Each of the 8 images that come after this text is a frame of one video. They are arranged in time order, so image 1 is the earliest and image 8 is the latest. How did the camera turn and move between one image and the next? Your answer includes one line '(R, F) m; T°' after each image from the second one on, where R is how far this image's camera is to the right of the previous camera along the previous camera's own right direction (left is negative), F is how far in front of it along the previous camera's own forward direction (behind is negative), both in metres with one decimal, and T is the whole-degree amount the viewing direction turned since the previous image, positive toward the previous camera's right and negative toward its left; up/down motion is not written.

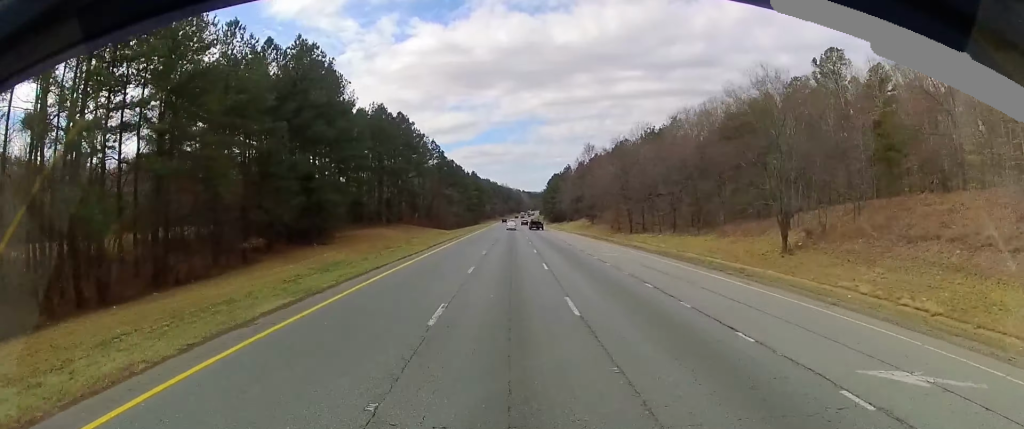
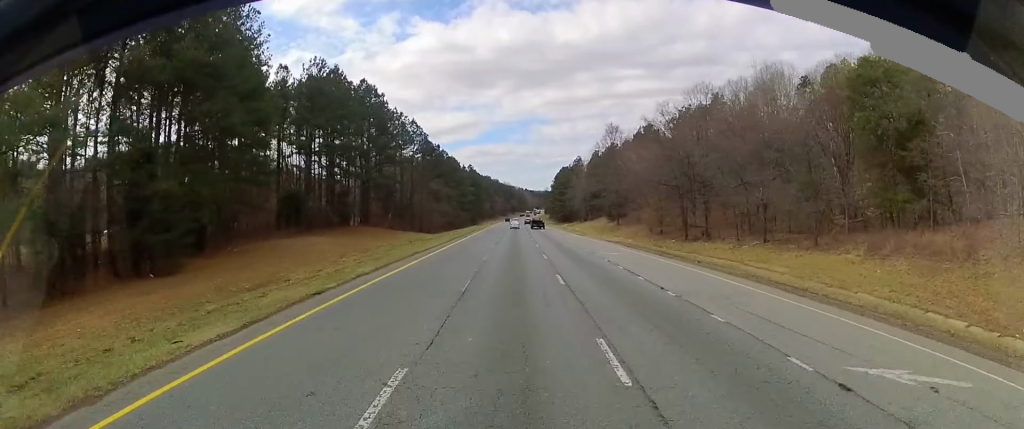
(0.0, +30.1) m; 0°
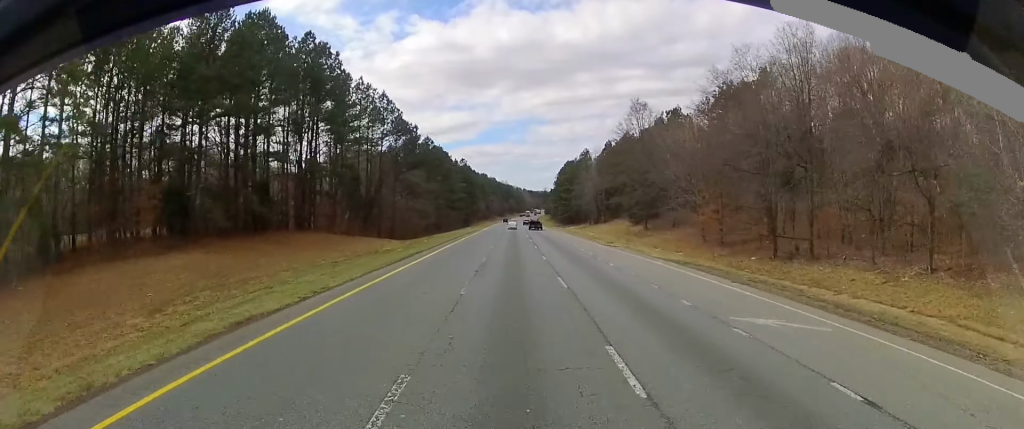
(0.0, +24.7) m; 0°
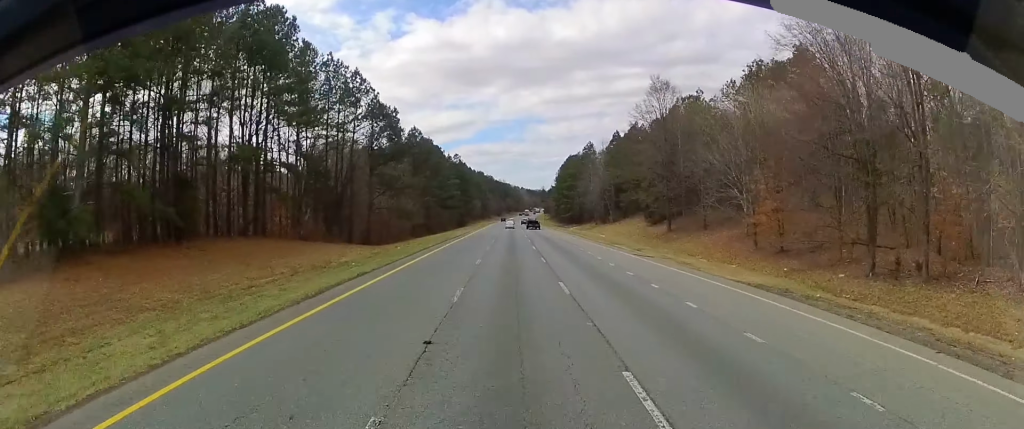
(0.0, +14.0) m; 0°
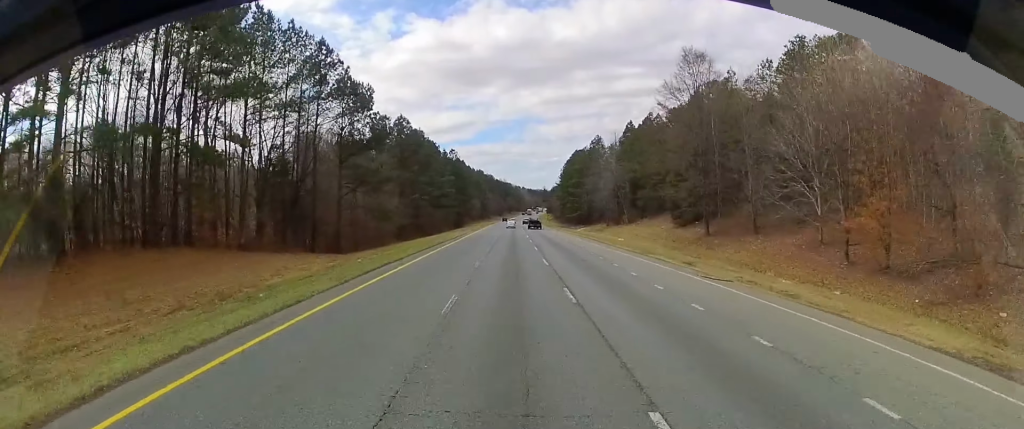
(0.0, +14.0) m; 0°
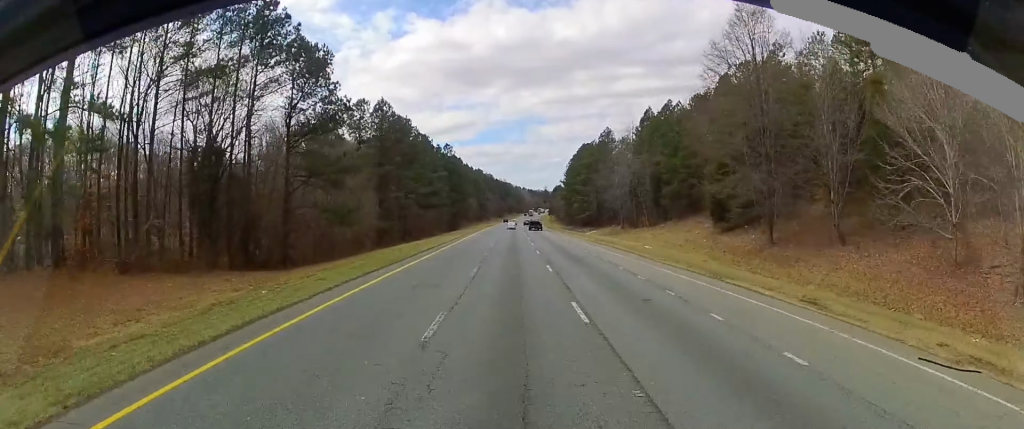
(0.0, +15.0) m; 0°
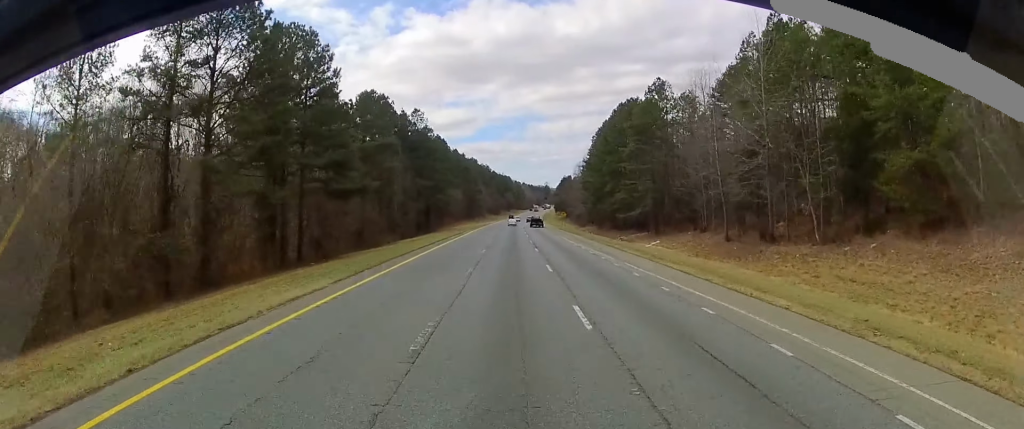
(0.0, +49.5) m; 0°
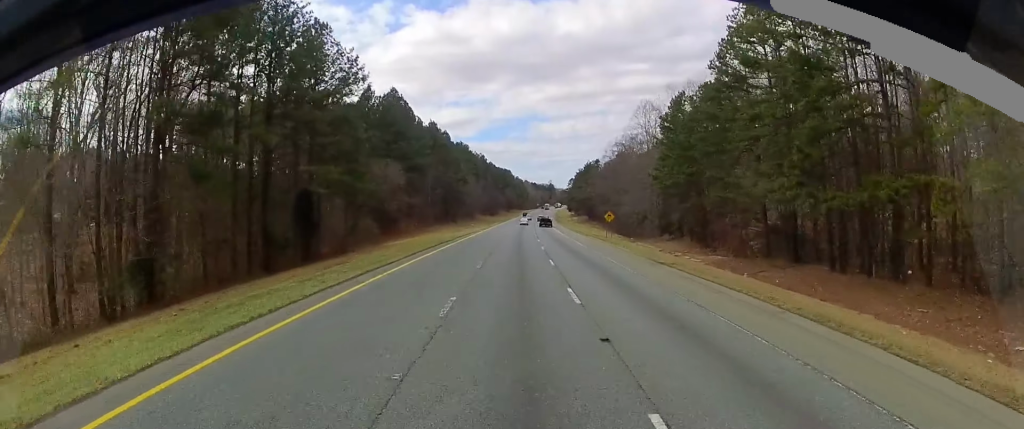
(0.0, +68.8) m; 0°
